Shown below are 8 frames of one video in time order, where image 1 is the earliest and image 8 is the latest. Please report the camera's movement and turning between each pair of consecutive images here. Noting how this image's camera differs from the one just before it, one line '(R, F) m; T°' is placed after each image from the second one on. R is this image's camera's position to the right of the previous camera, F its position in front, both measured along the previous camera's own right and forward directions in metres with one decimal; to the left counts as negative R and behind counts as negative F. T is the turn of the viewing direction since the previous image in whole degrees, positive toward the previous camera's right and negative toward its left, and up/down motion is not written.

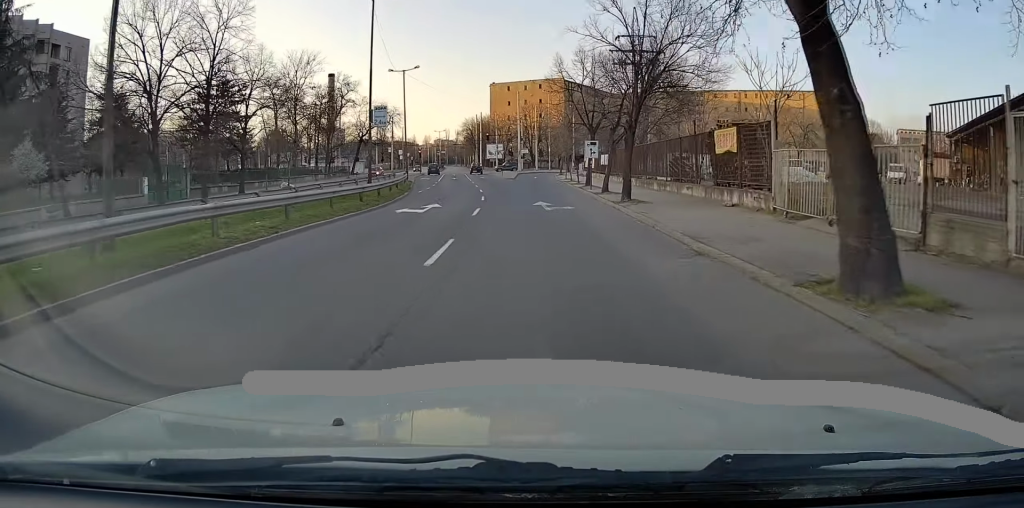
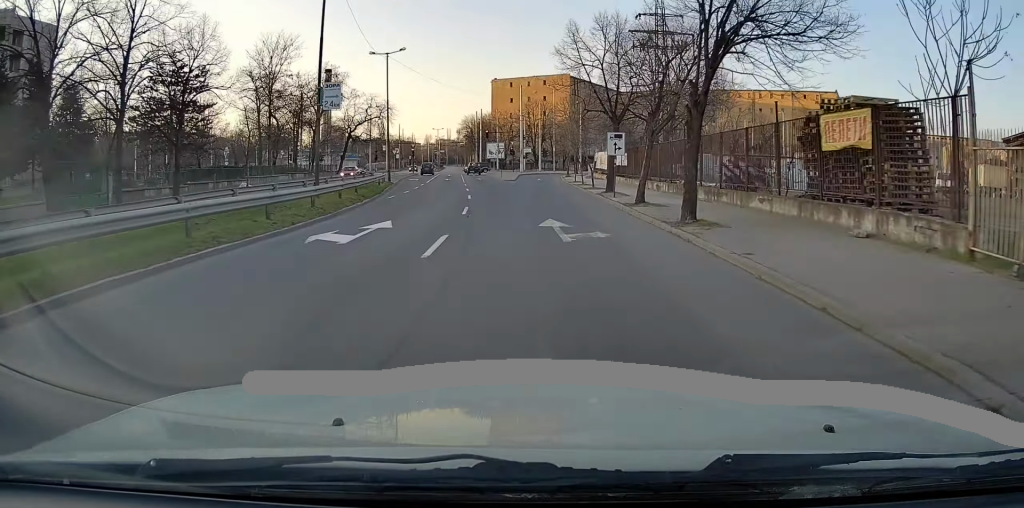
(0.0, +8.5) m; -1°
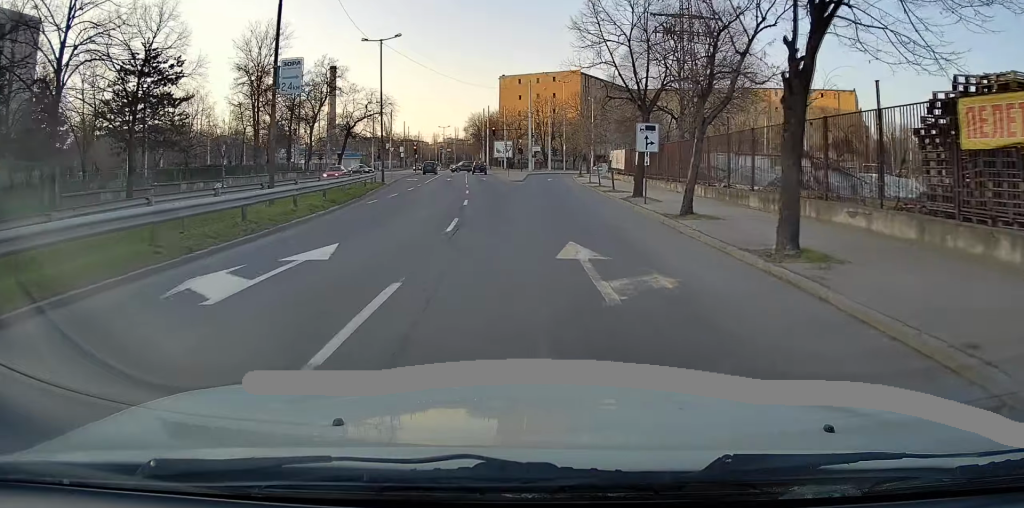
(-0.1, +5.0) m; -1°
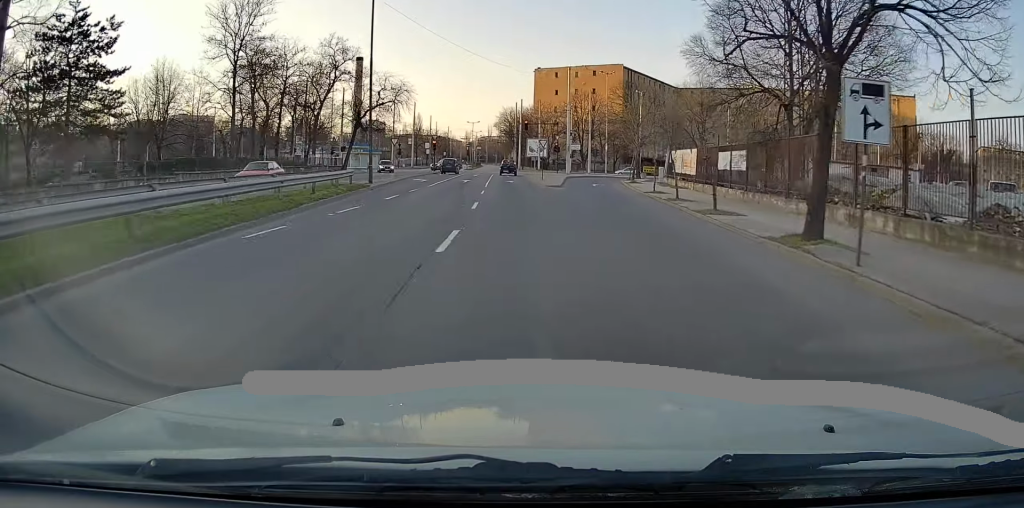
(0.0, +12.3) m; -2°
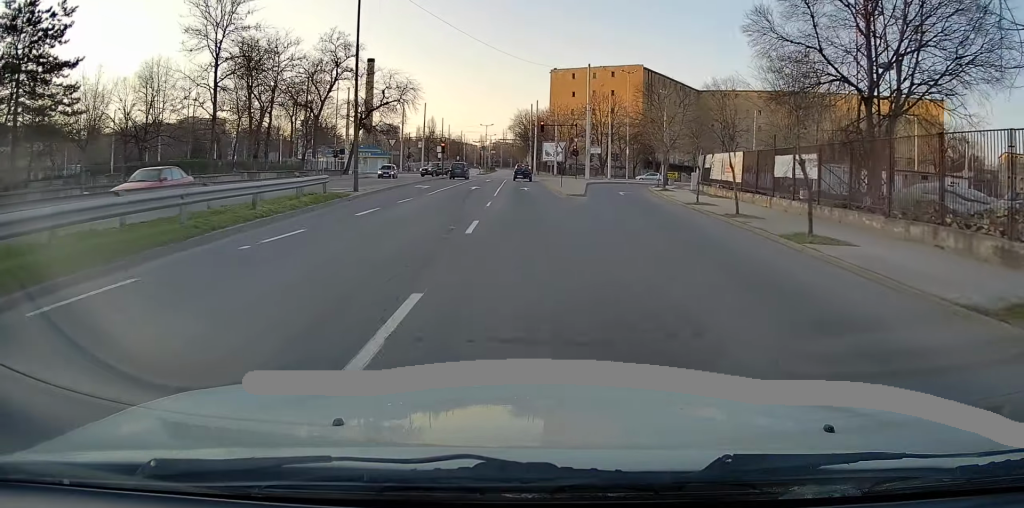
(-0.2, +5.6) m; -1°
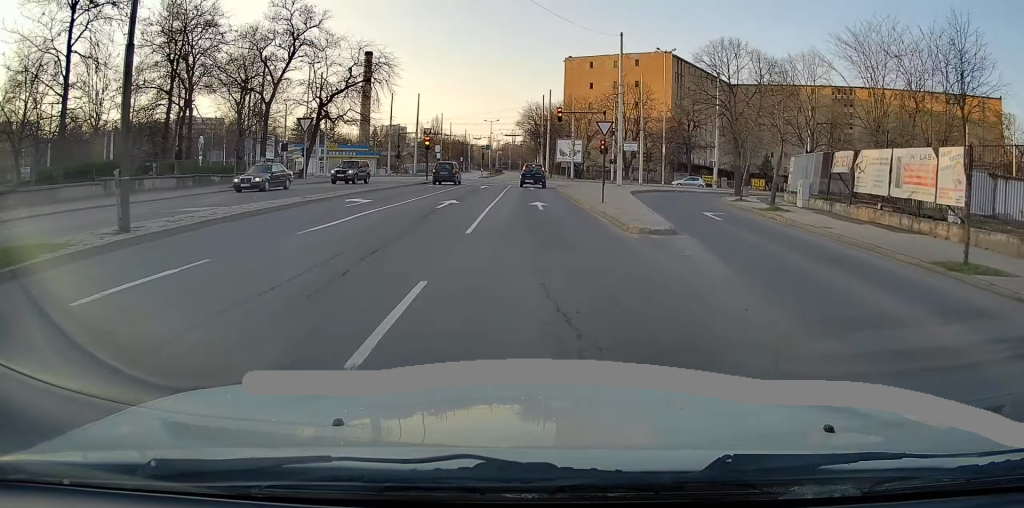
(-0.3, +17.1) m; -3°
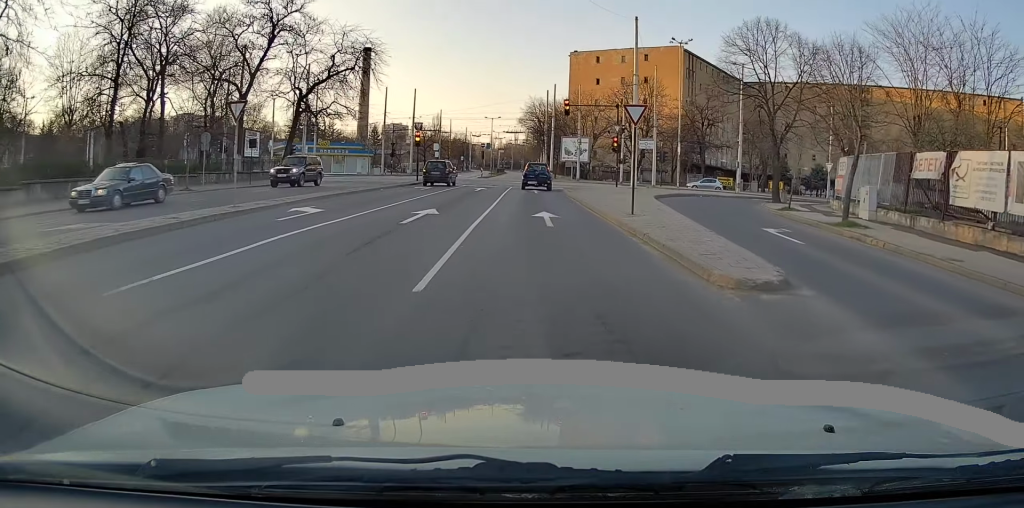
(-0.2, +5.9) m; -1°
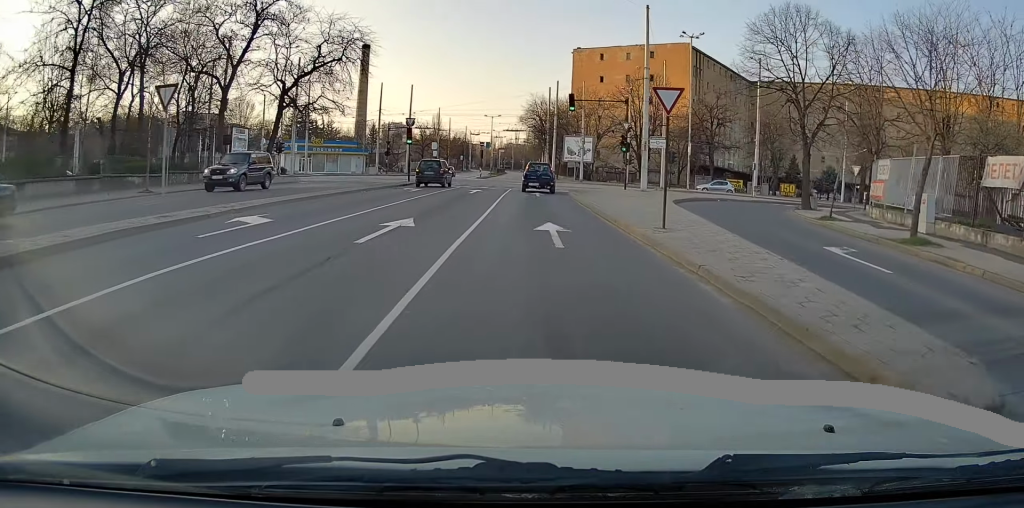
(+0.1, +3.7) m; 0°
